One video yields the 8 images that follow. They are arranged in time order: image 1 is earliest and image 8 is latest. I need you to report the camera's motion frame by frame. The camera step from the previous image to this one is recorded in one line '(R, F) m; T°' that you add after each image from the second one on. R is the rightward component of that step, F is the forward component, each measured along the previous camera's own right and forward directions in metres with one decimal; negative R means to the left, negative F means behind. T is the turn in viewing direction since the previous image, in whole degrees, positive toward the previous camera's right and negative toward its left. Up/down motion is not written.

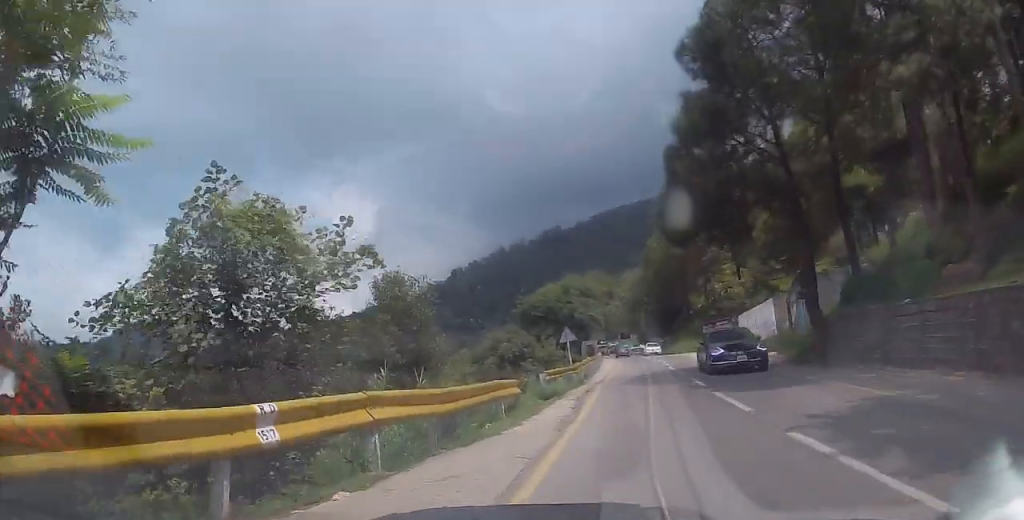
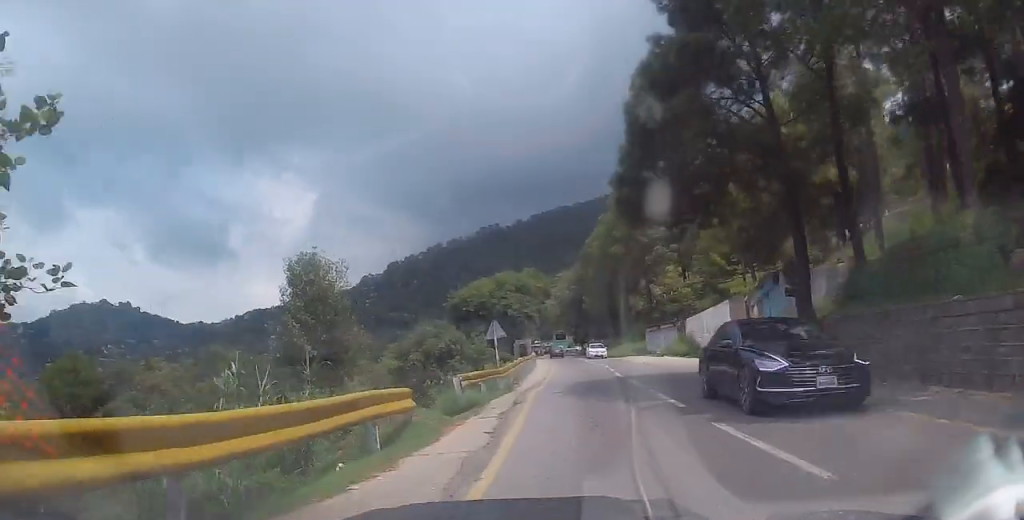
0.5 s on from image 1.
(+0.1, +4.9) m; +4°
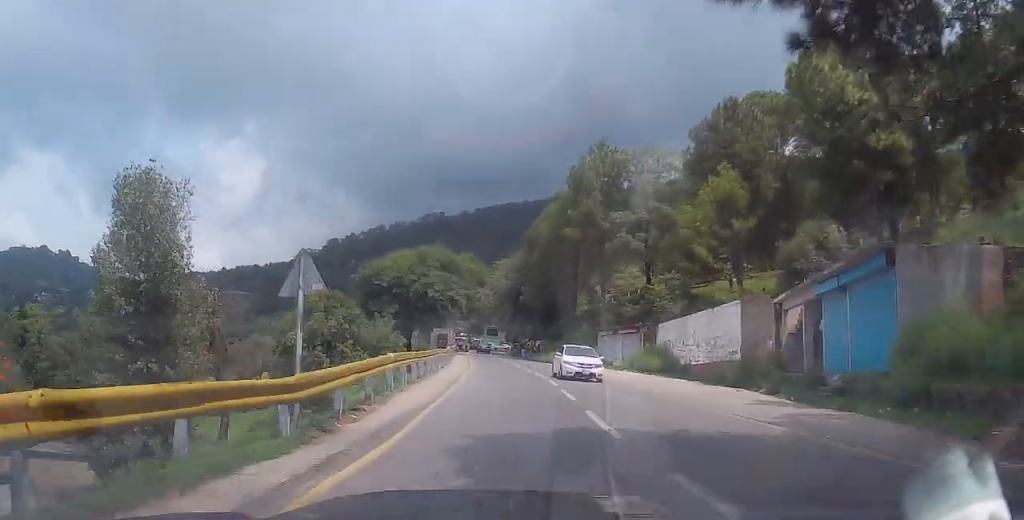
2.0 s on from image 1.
(+1.3, +14.4) m; +8°
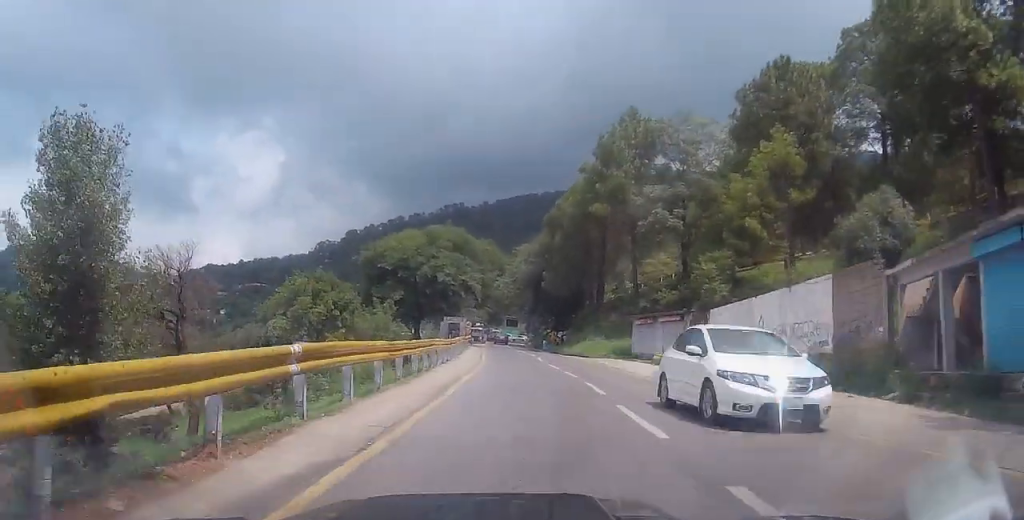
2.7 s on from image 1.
(+0.4, +7.2) m; +1°
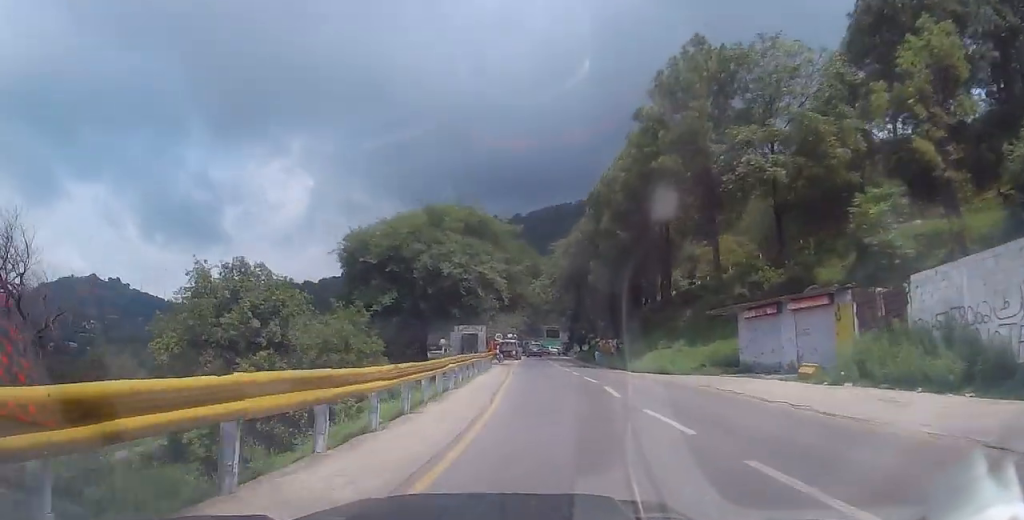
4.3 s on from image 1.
(-0.8, +16.3) m; -4°
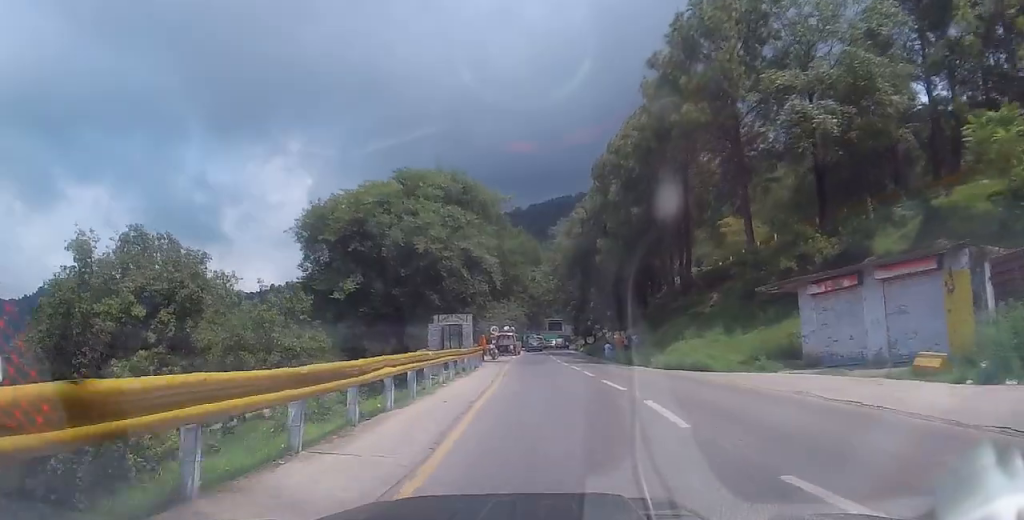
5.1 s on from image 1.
(-0.1, +7.3) m; -1°
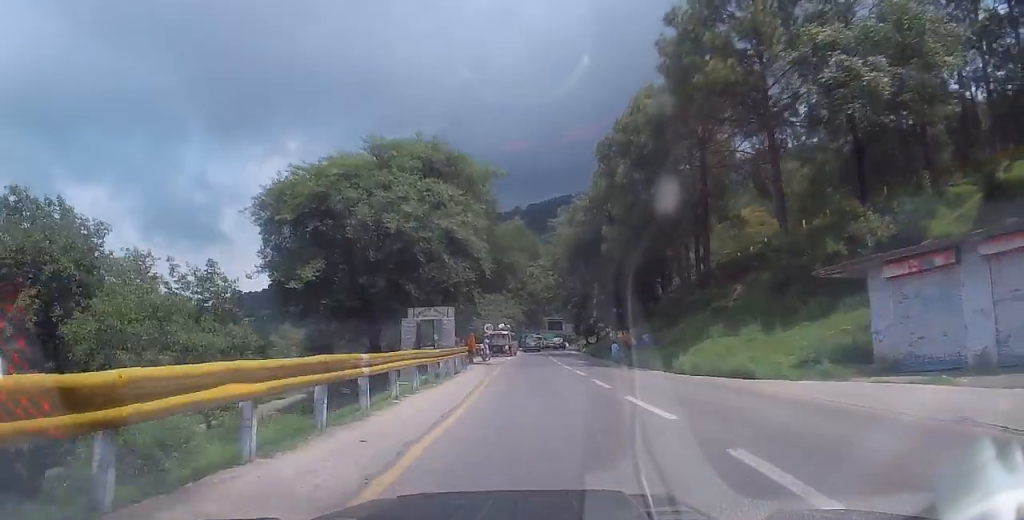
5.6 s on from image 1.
(0.0, +5.3) m; -1°
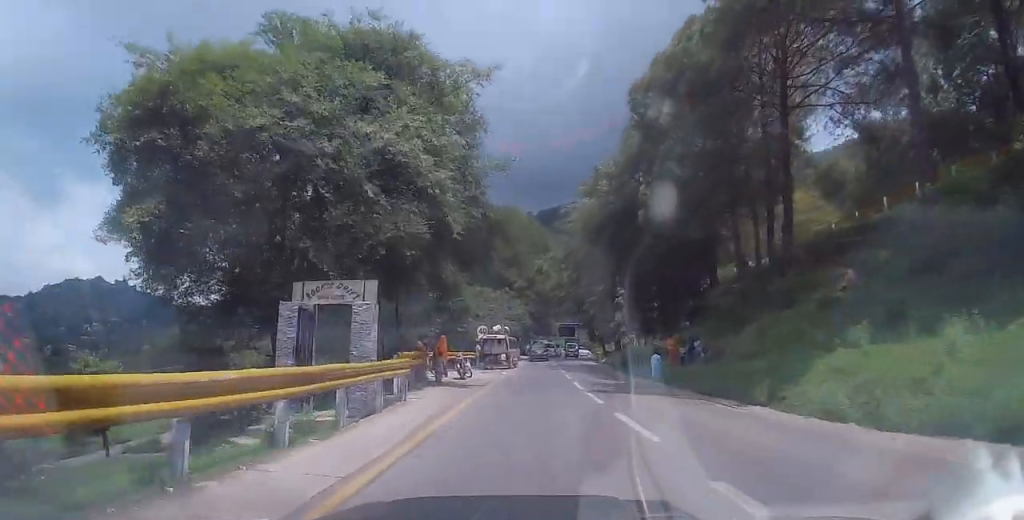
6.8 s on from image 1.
(-0.2, +12.4) m; 0°
